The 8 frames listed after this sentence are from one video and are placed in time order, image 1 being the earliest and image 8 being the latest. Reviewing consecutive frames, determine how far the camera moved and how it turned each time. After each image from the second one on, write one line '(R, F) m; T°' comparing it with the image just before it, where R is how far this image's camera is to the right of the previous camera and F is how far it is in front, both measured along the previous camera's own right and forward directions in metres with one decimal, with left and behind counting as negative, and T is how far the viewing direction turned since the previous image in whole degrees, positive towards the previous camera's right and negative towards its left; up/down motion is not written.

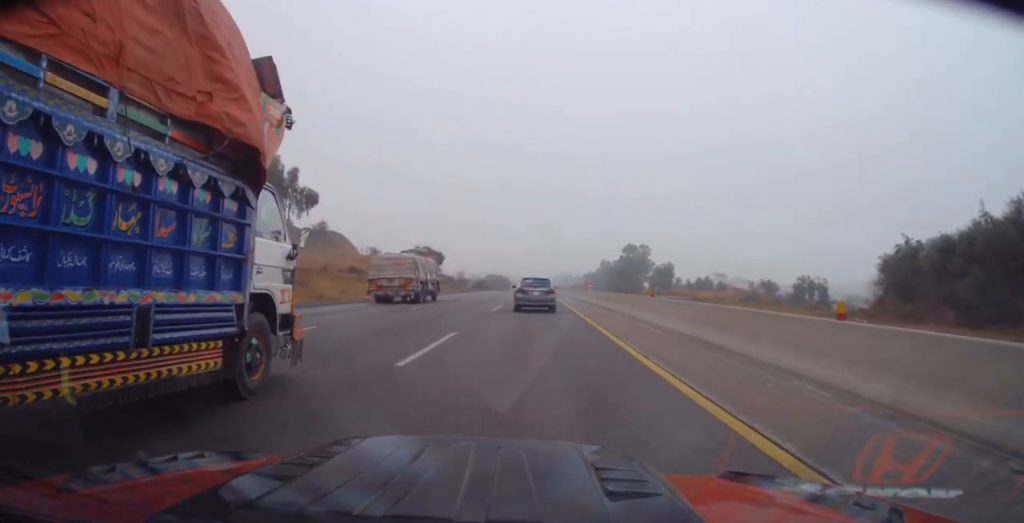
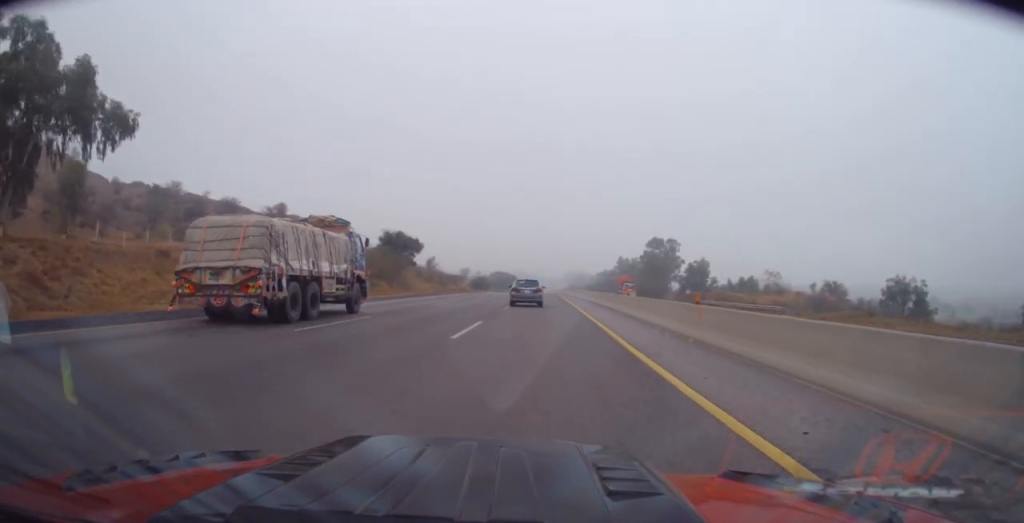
(0.0, +31.4) m; -1°
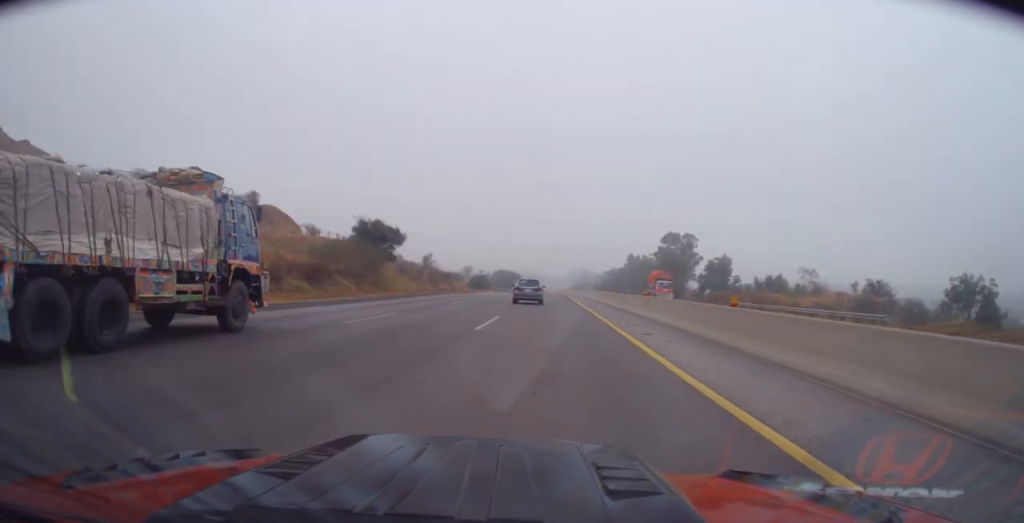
(-0.1, +15.4) m; 0°
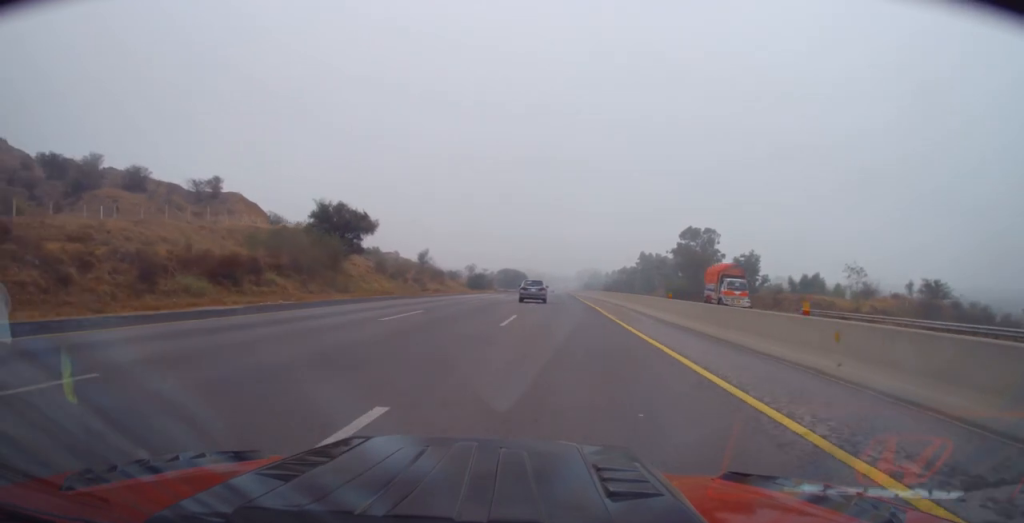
(0.0, +16.2) m; 0°
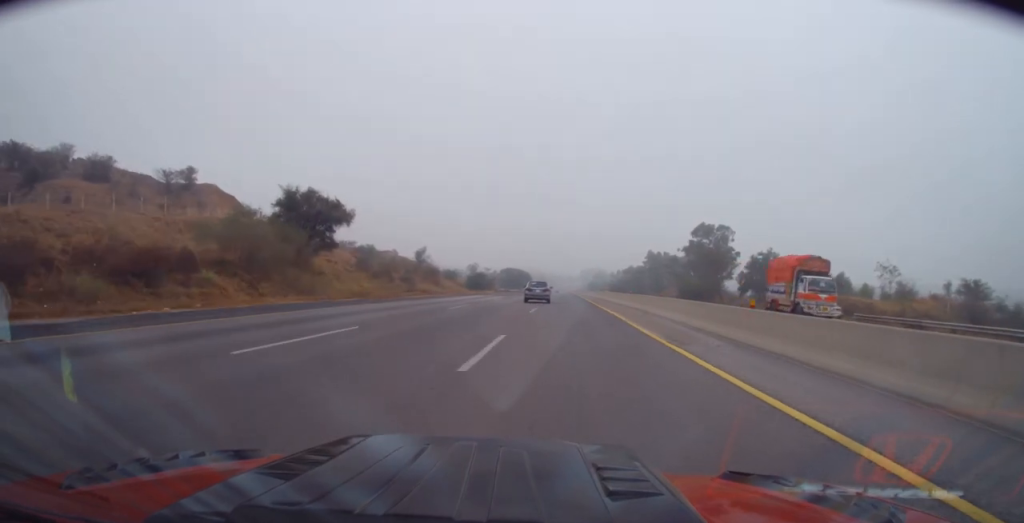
(0.0, +9.1) m; -1°
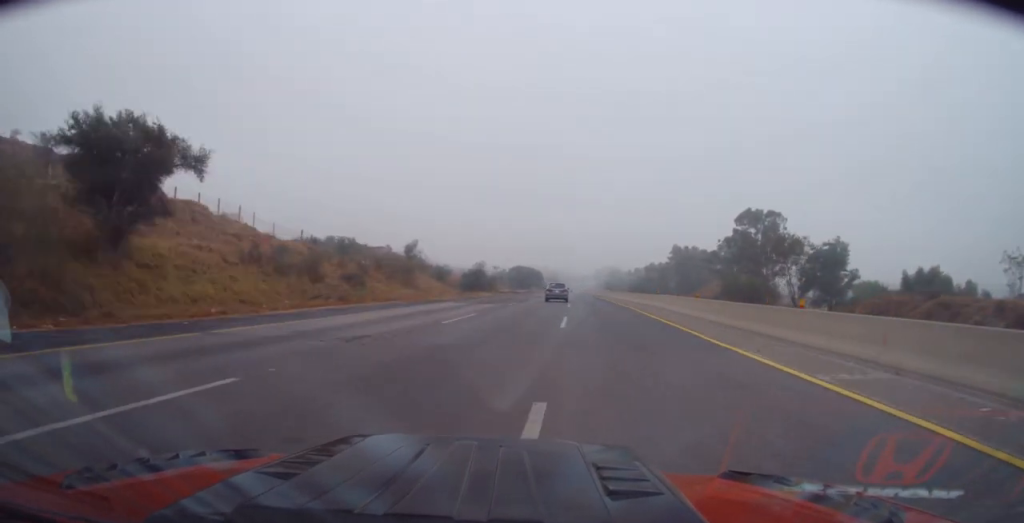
(-0.5, +26.1) m; -1°
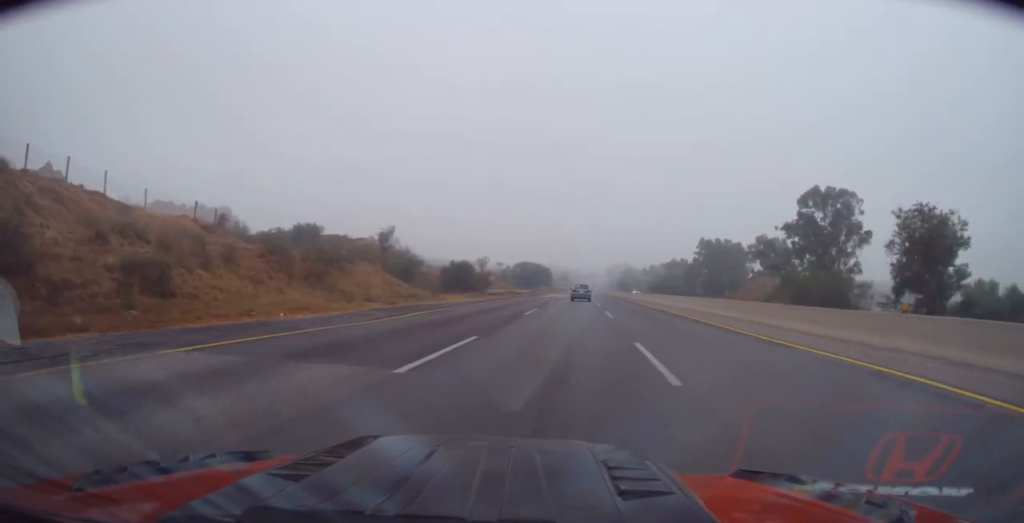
(+0.3, +28.6) m; +1°
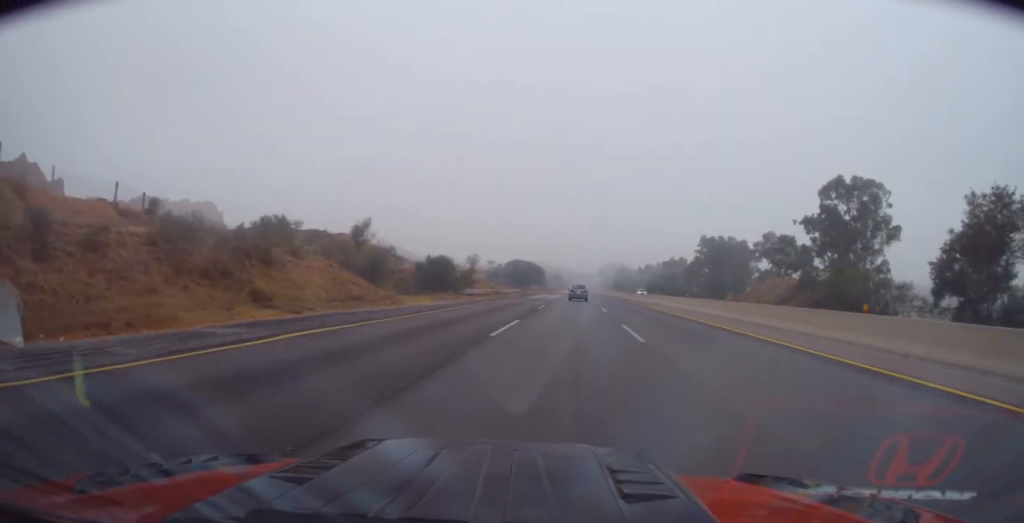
(+0.1, +10.8) m; 0°
